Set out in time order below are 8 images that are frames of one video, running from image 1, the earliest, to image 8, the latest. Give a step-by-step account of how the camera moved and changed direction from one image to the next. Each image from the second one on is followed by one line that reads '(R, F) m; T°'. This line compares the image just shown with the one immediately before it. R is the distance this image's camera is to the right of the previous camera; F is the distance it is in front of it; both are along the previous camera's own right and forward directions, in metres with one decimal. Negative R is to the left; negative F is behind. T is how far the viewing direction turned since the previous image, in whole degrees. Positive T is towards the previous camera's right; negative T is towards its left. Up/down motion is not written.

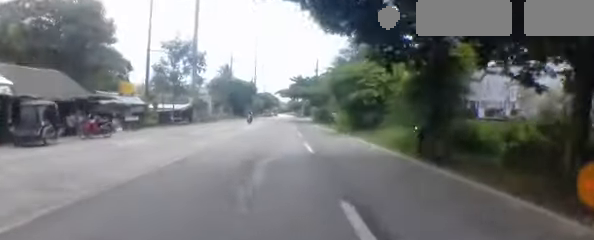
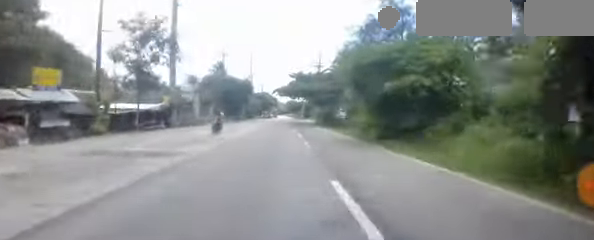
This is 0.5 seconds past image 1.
(+0.3, +7.6) m; 0°
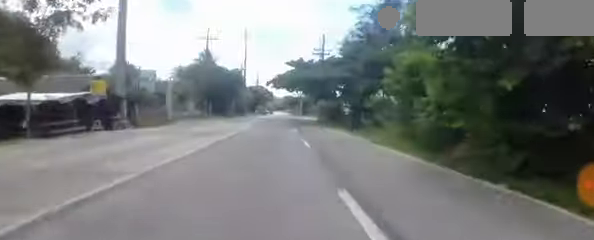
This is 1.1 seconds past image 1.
(-0.2, +9.7) m; 0°
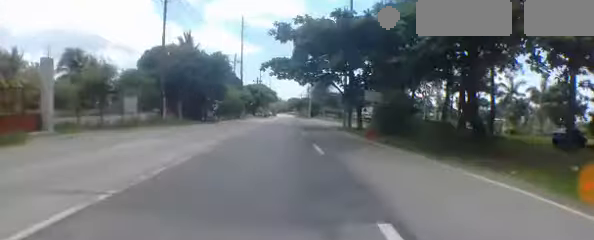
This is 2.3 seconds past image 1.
(+0.1, +19.7) m; 0°
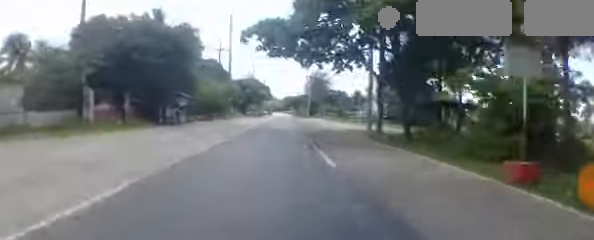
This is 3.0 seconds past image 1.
(0.0, +11.4) m; 0°
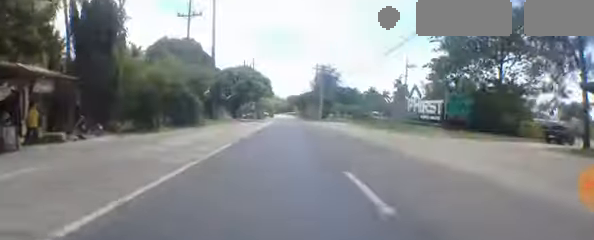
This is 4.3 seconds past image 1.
(-0.1, +21.0) m; +1°
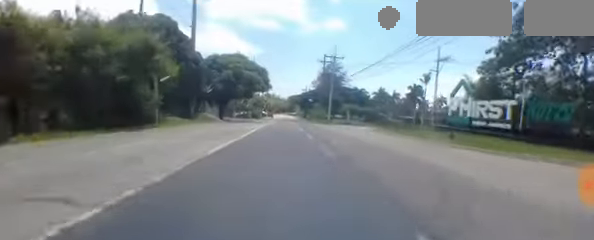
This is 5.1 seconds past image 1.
(+0.1, +13.3) m; 0°
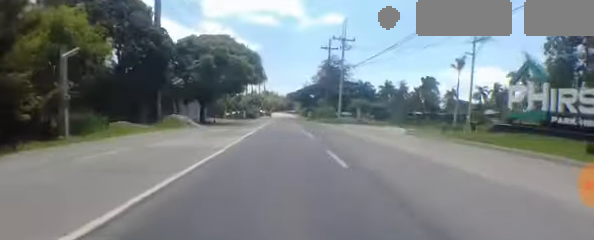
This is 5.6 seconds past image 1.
(-0.1, +9.7) m; 0°
